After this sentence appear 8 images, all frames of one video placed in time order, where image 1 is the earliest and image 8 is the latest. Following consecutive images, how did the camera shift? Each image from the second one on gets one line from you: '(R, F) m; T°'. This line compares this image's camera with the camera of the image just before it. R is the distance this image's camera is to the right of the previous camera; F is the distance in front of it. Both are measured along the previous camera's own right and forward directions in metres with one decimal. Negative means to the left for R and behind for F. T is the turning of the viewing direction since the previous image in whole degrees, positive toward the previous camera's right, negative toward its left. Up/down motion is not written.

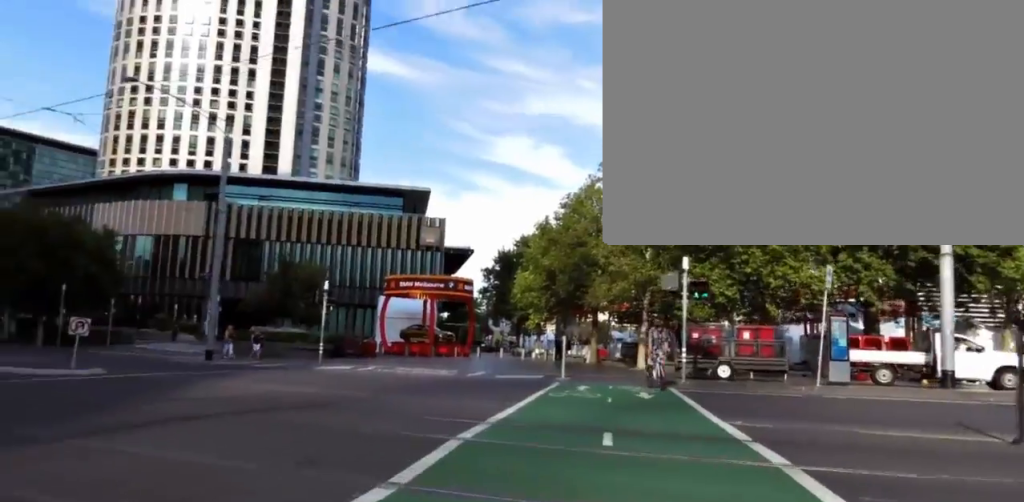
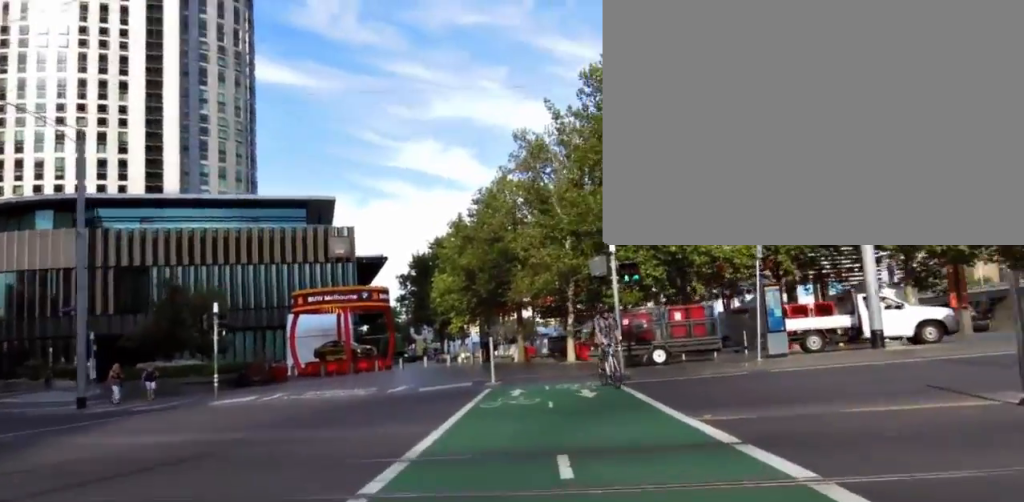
(-0.1, +1.8) m; +3°
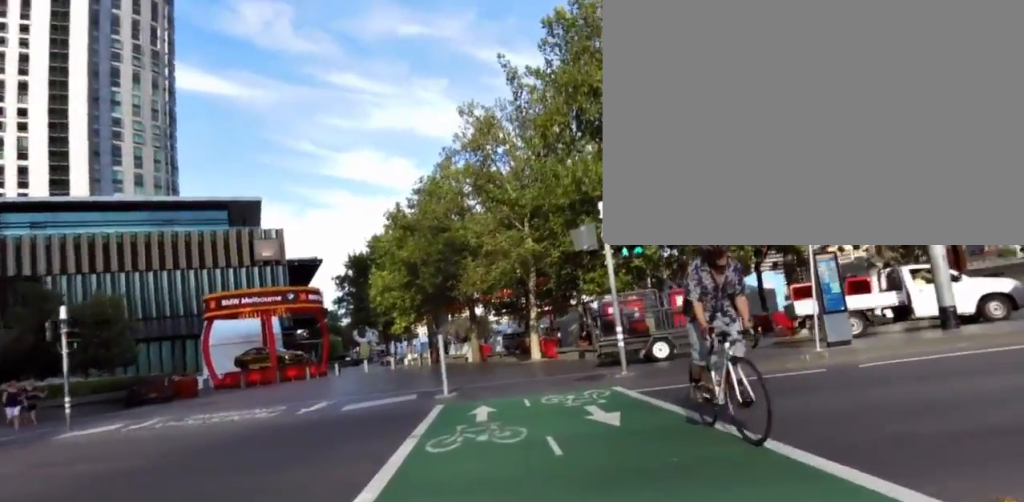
(+1.0, +4.5) m; +15°
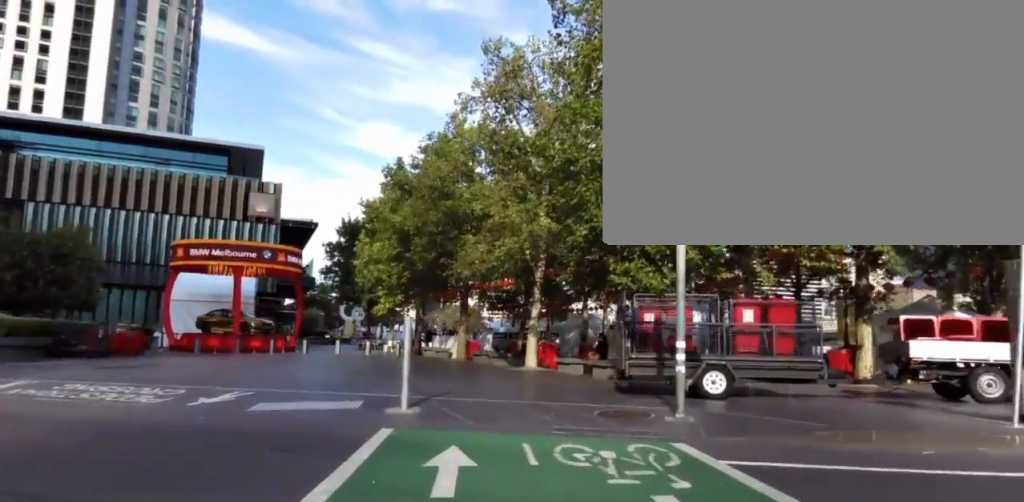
(+0.2, +4.2) m; -2°
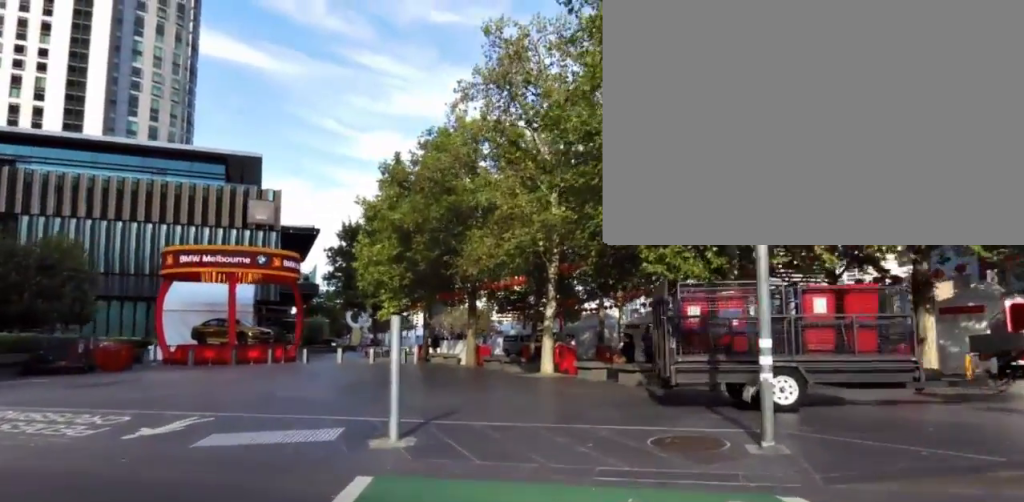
(+0.1, +2.1) m; -7°
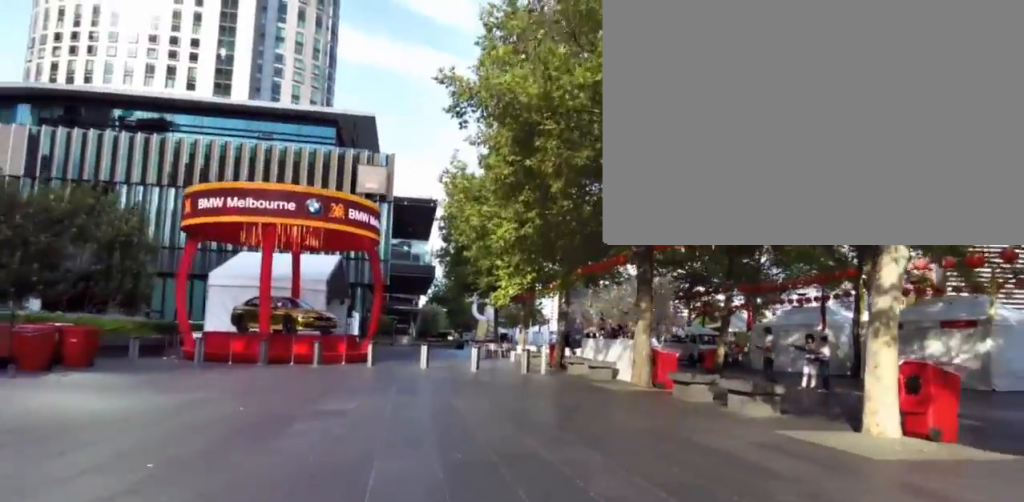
(-0.8, +12.0) m; -6°
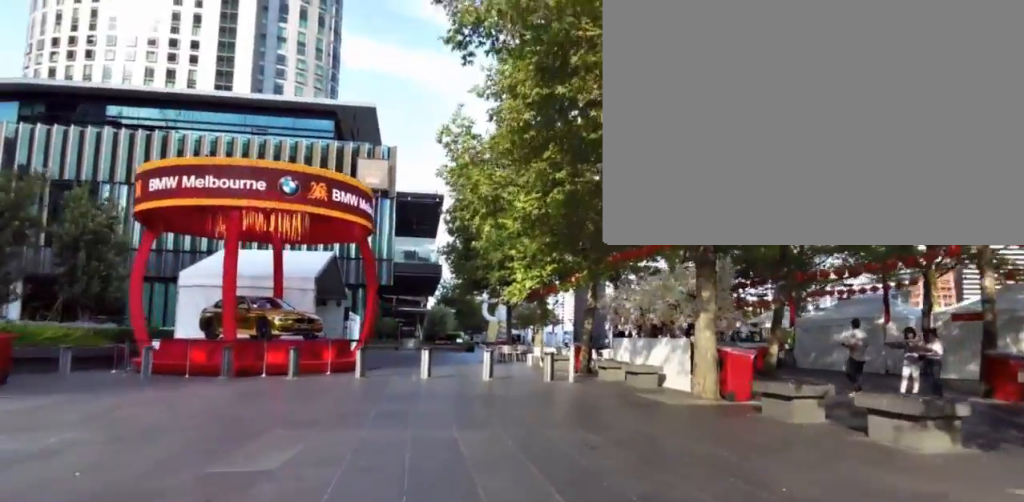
(-0.8, +3.5) m; -9°
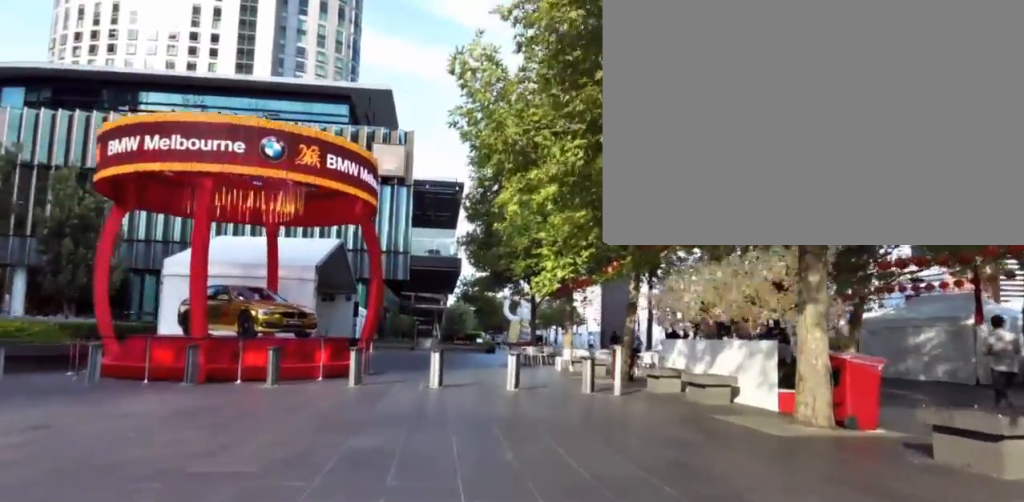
(-0.3, +3.0) m; -5°
